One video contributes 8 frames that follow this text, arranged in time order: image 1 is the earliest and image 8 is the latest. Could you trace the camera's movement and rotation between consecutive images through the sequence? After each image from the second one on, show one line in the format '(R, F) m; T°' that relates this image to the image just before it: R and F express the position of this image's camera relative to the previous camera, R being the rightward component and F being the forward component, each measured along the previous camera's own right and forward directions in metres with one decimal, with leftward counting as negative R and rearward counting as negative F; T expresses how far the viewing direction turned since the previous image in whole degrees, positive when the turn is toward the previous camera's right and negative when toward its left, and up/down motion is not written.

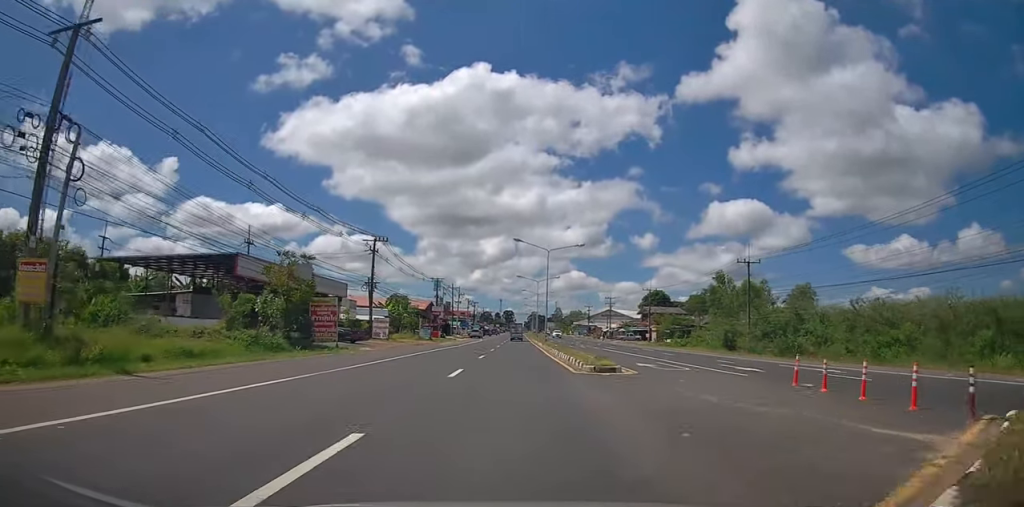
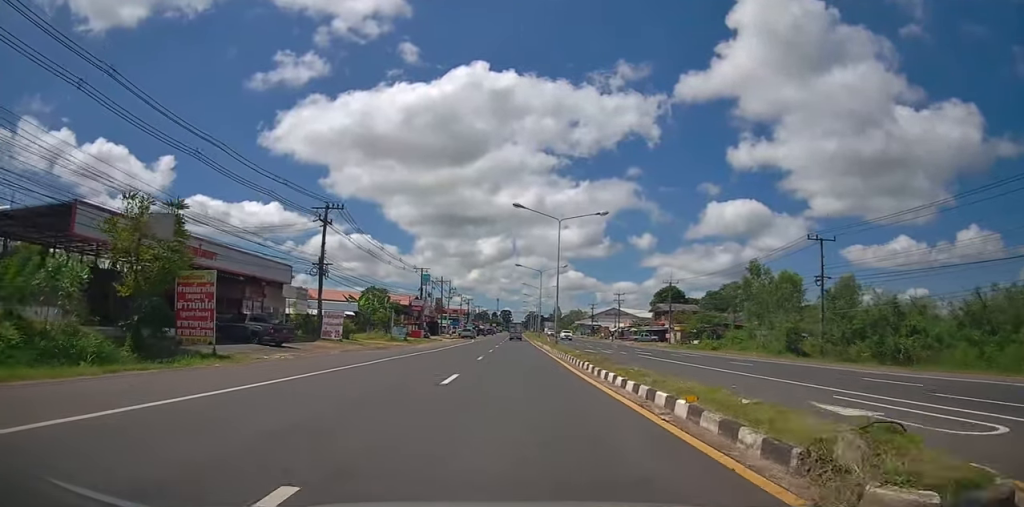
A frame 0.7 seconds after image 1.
(+0.2, +14.3) m; 0°
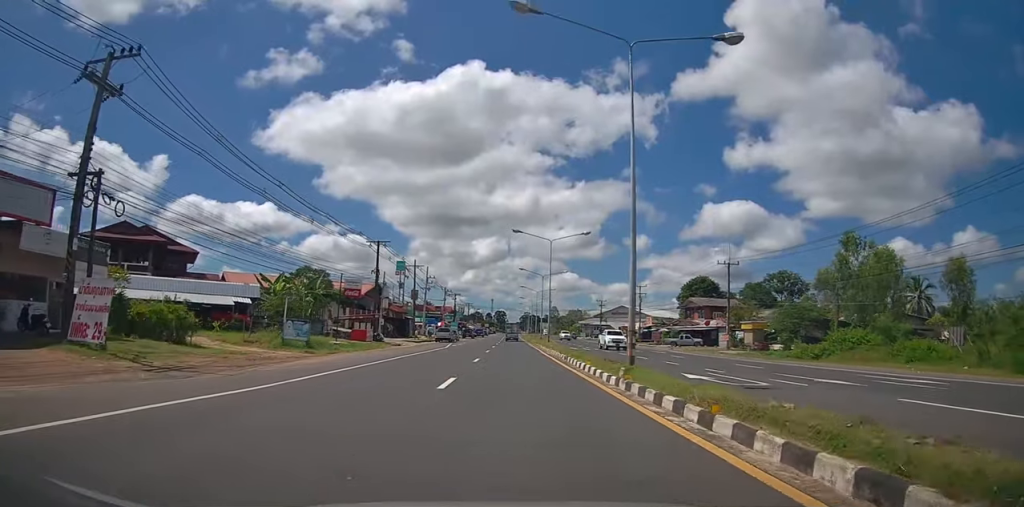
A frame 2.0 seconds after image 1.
(-0.2, +24.5) m; 0°
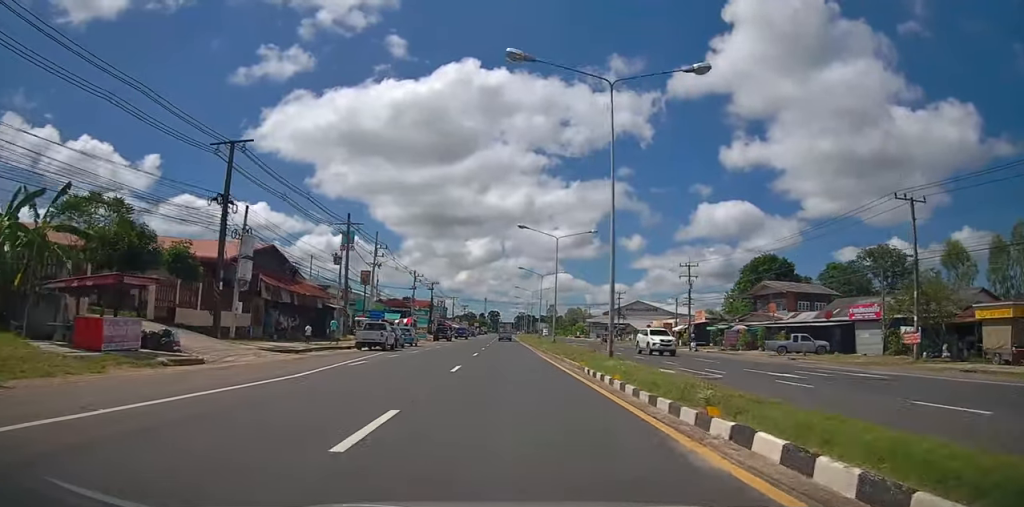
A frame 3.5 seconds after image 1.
(+0.5, +30.8) m; +1°
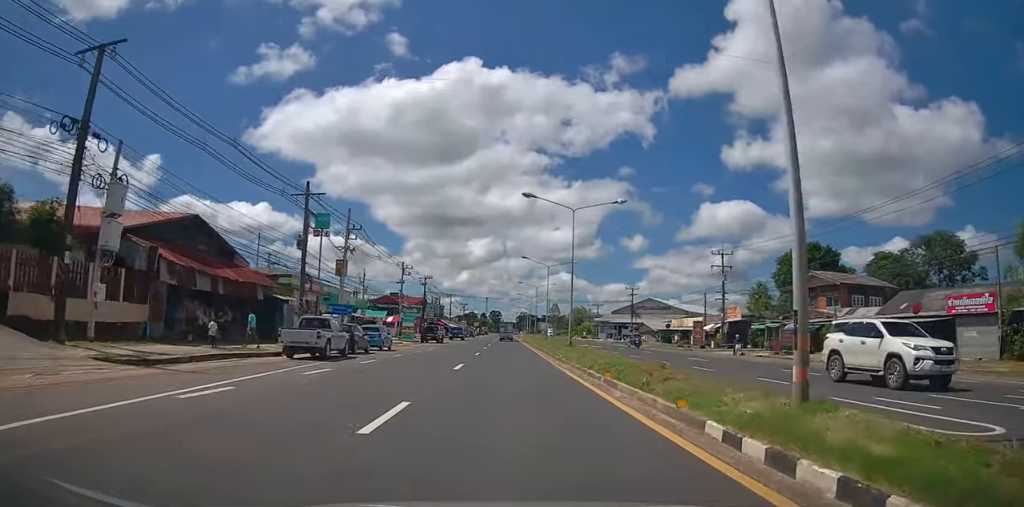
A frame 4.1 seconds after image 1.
(0.0, +10.8) m; 0°
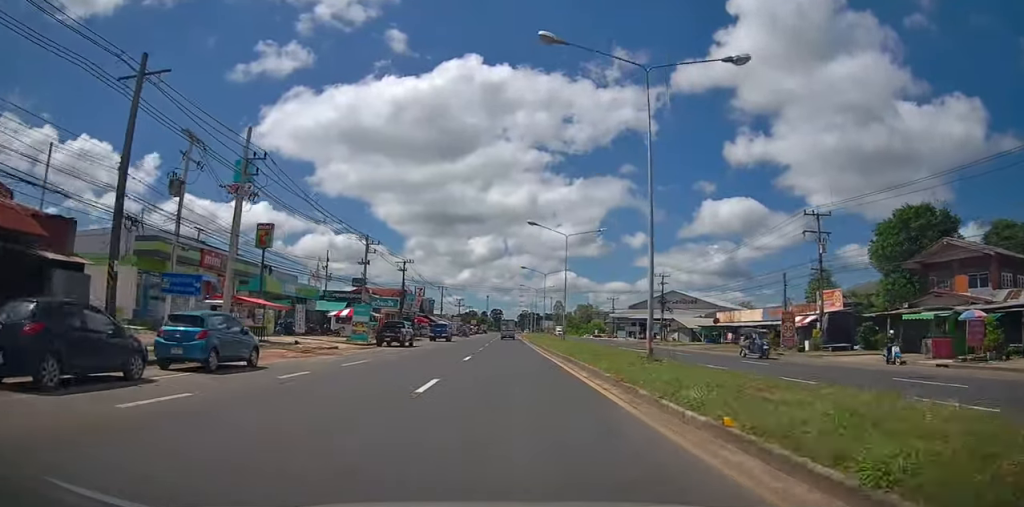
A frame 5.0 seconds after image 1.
(+0.1, +19.5) m; 0°
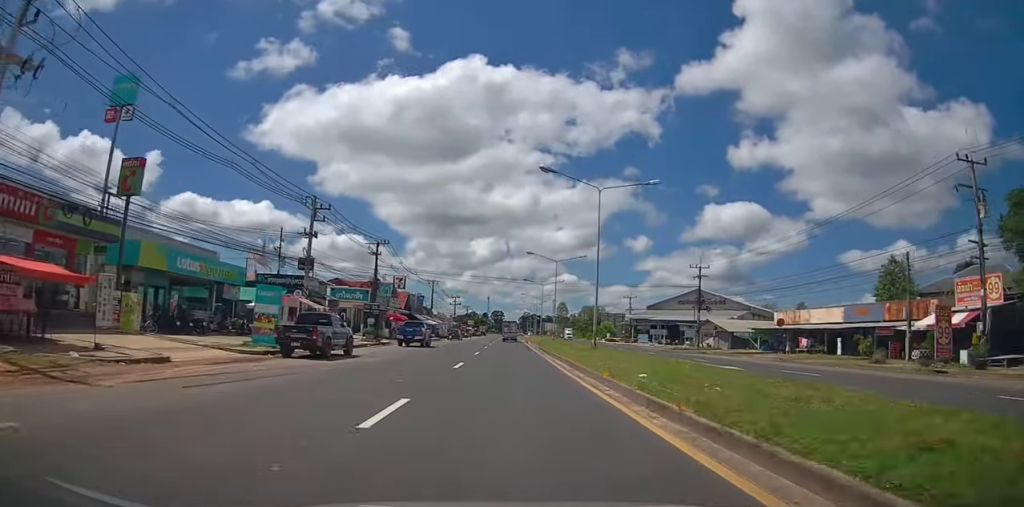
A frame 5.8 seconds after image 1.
(-0.1, +16.1) m; 0°
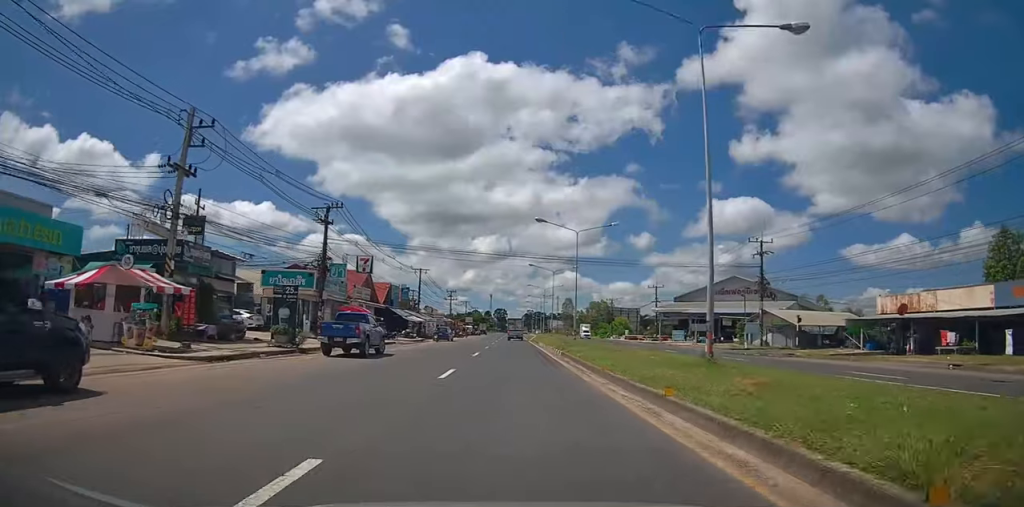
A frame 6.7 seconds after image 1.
(+0.1, +16.8) m; -1°
